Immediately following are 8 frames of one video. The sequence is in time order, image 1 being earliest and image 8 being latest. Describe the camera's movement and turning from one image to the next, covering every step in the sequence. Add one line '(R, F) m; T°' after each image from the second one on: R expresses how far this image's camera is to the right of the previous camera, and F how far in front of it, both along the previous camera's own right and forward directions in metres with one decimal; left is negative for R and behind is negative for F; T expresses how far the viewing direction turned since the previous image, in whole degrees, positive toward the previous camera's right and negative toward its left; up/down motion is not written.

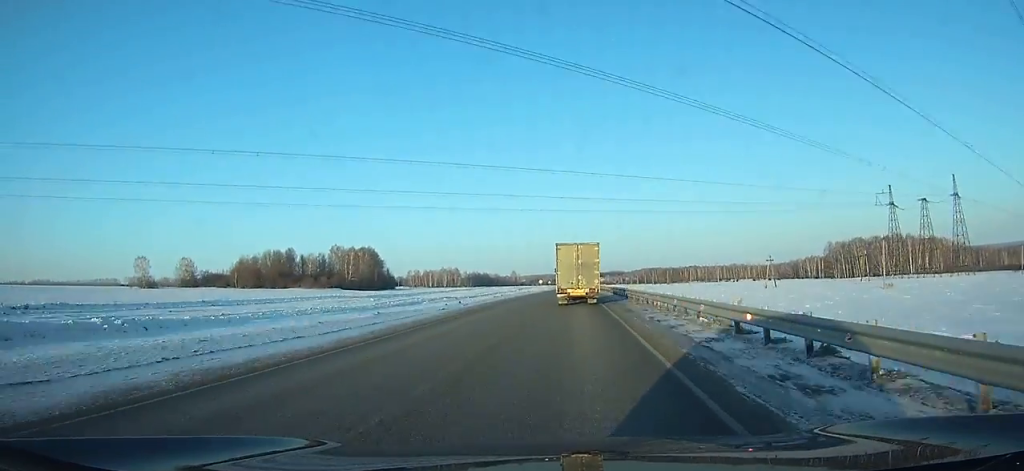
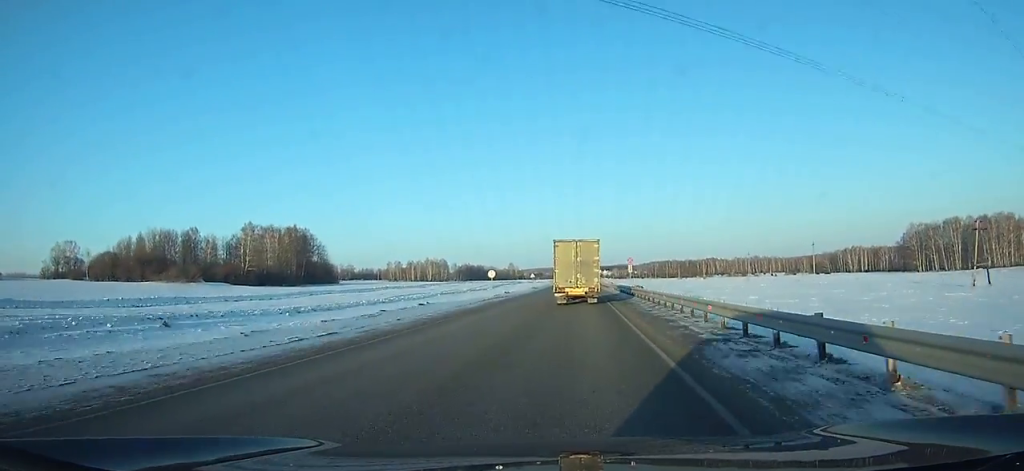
(+0.2, +87.9) m; 0°
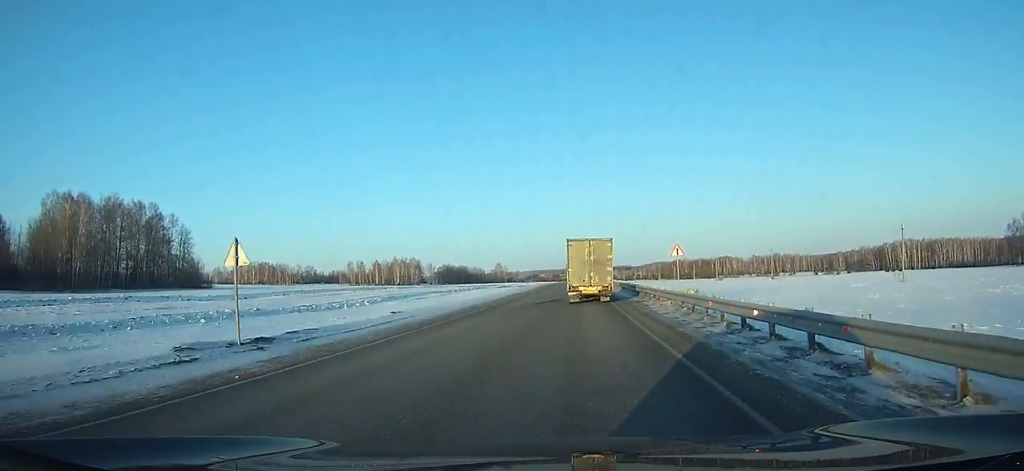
(-0.2, +95.1) m; 0°
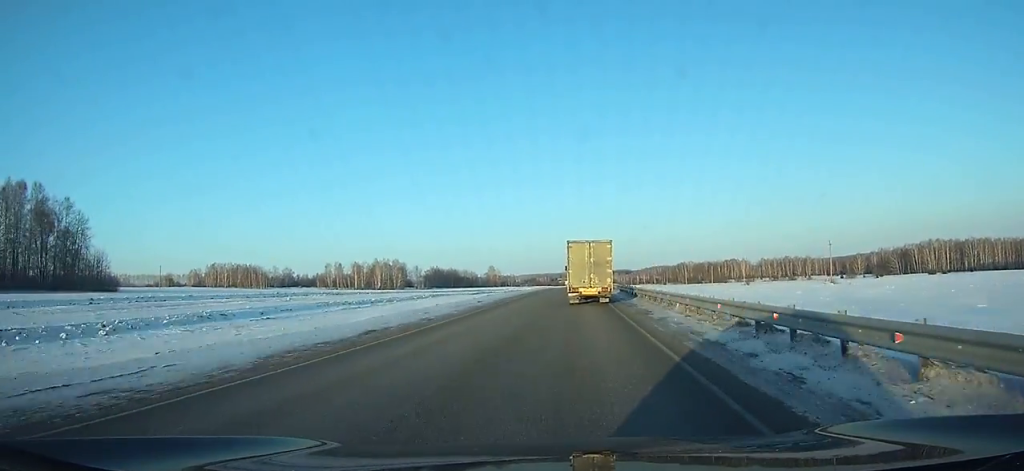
(+0.1, +42.0) m; 0°
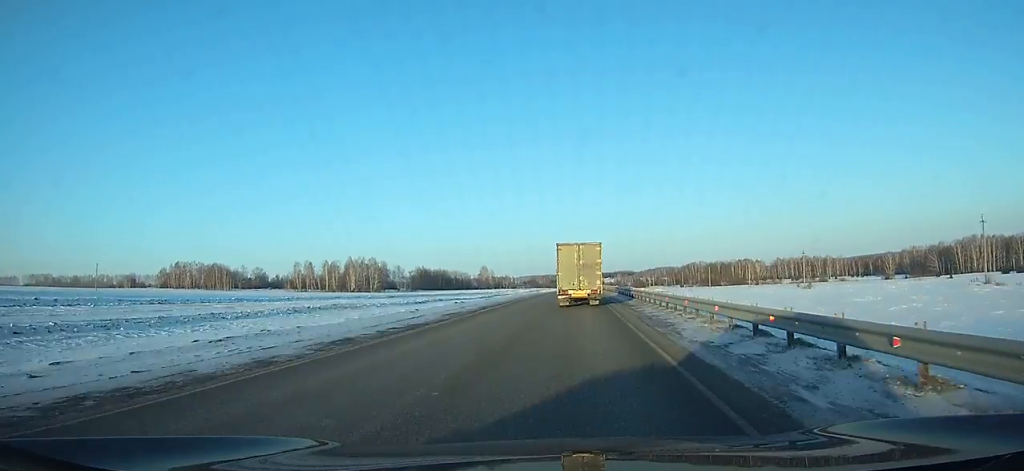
(+0.1, +52.3) m; 0°
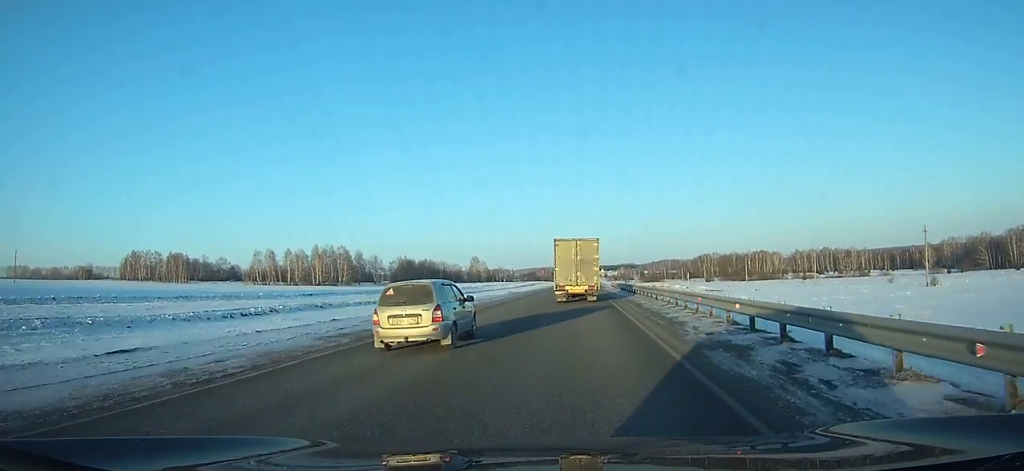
(-0.2, +52.5) m; 0°
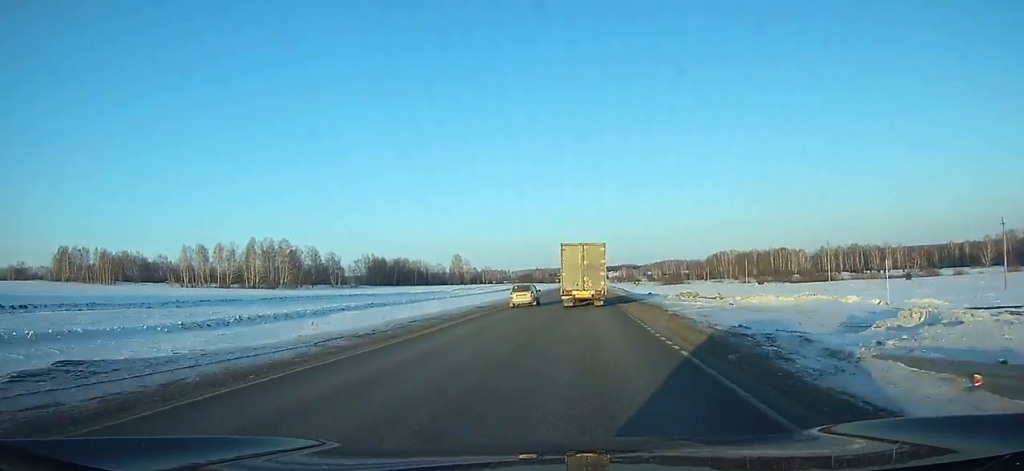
(+0.1, +67.8) m; 0°
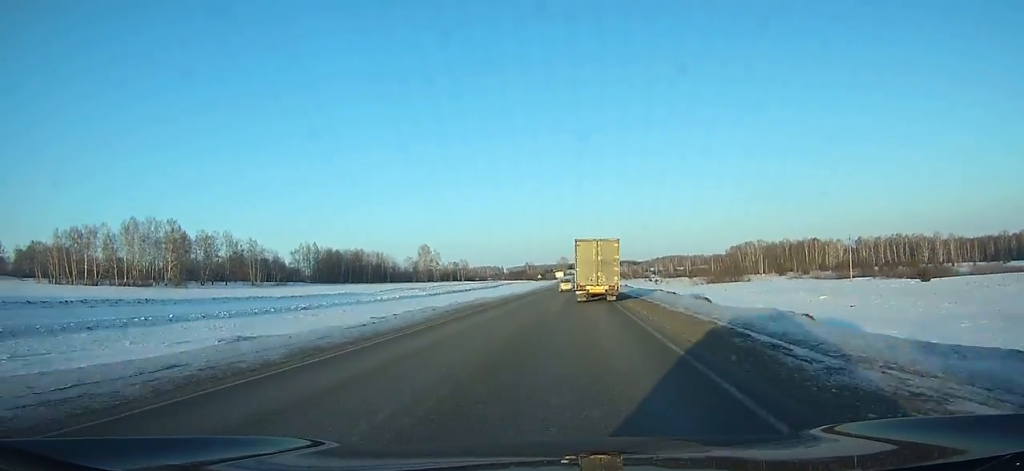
(-0.2, +79.6) m; 0°
